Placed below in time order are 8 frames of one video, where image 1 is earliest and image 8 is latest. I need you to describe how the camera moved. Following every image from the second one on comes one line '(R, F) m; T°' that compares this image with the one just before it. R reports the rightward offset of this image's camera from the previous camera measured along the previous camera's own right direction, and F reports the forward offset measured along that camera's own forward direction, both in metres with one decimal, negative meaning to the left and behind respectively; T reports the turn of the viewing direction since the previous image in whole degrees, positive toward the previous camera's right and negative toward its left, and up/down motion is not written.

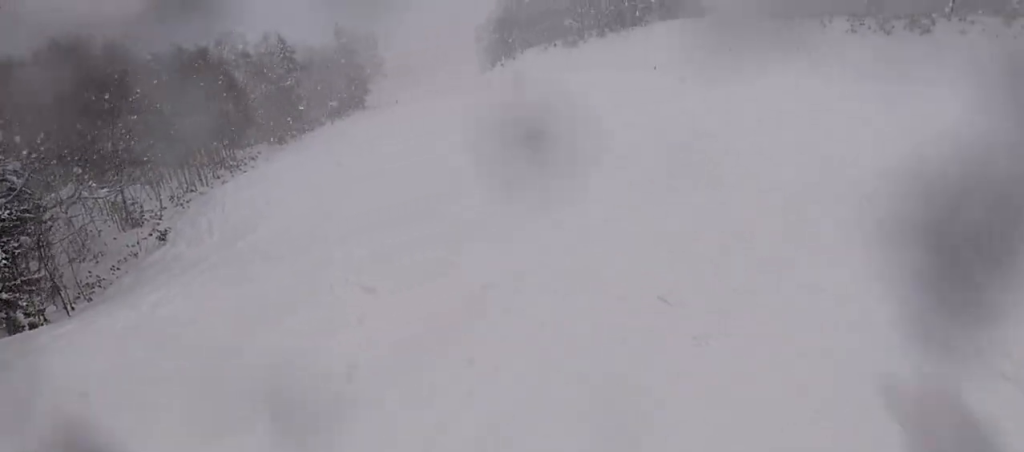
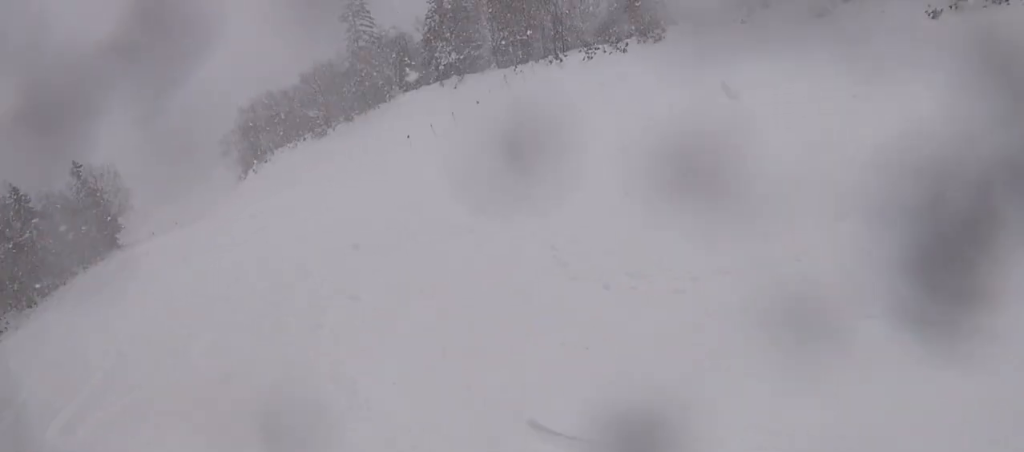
(-0.5, +2.3) m; +13°
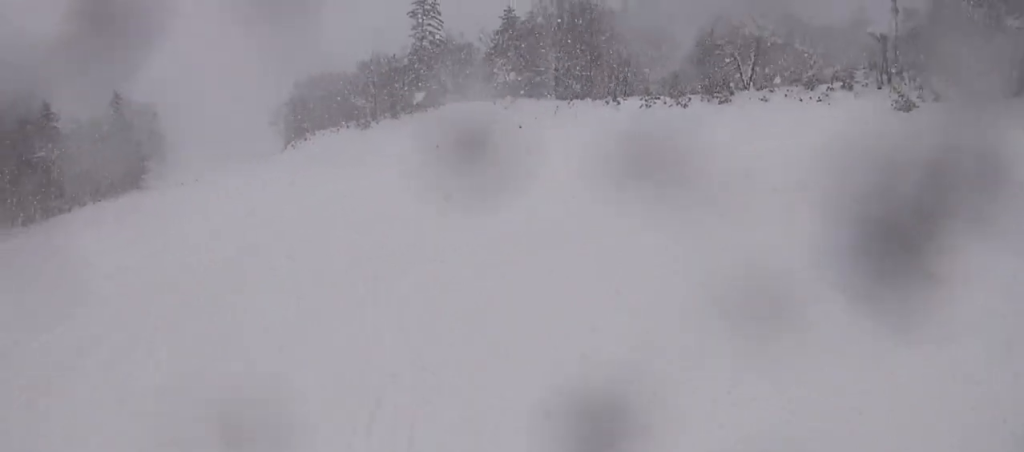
(+1.2, +4.9) m; +5°
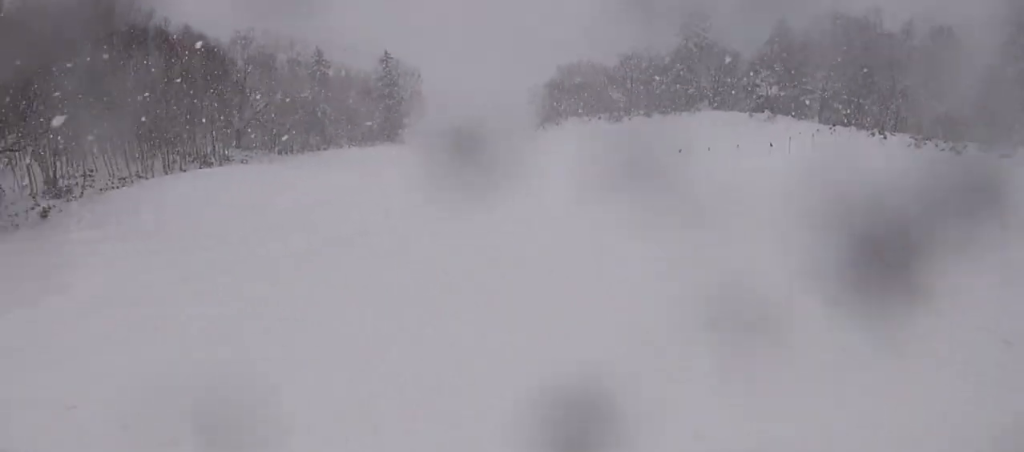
(-0.3, +2.4) m; -18°
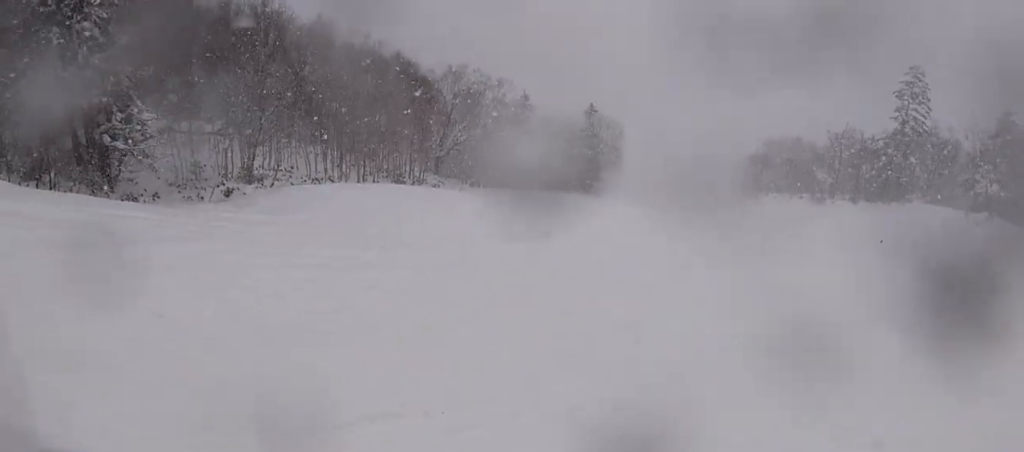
(+0.3, +2.2) m; -17°
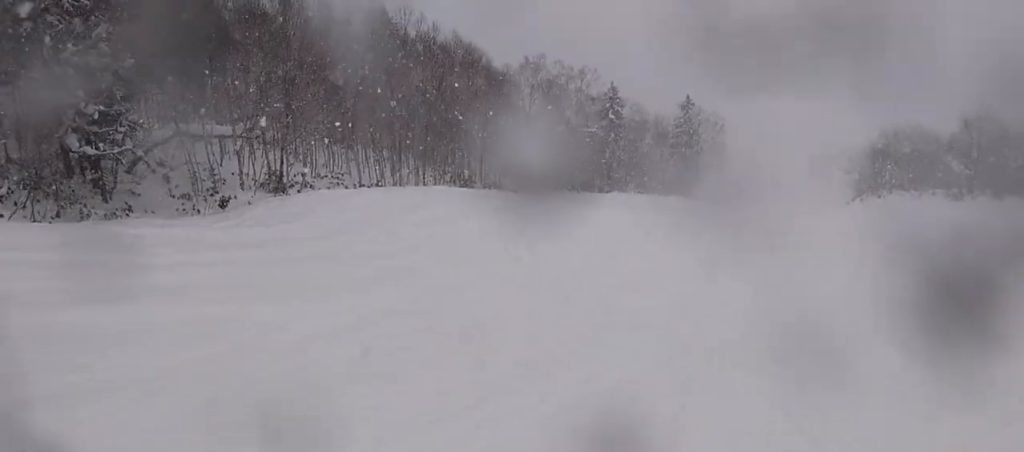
(-3.3, +8.1) m; -22°
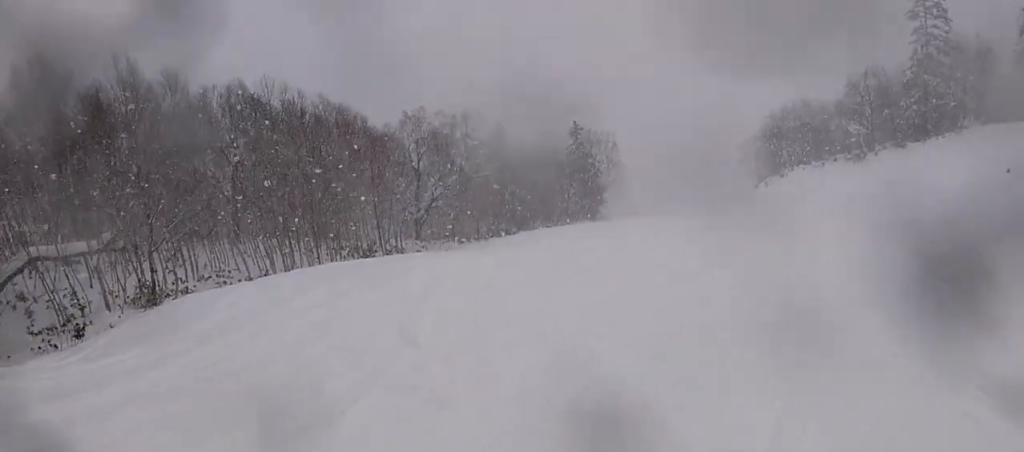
(0.0, +3.3) m; +4°
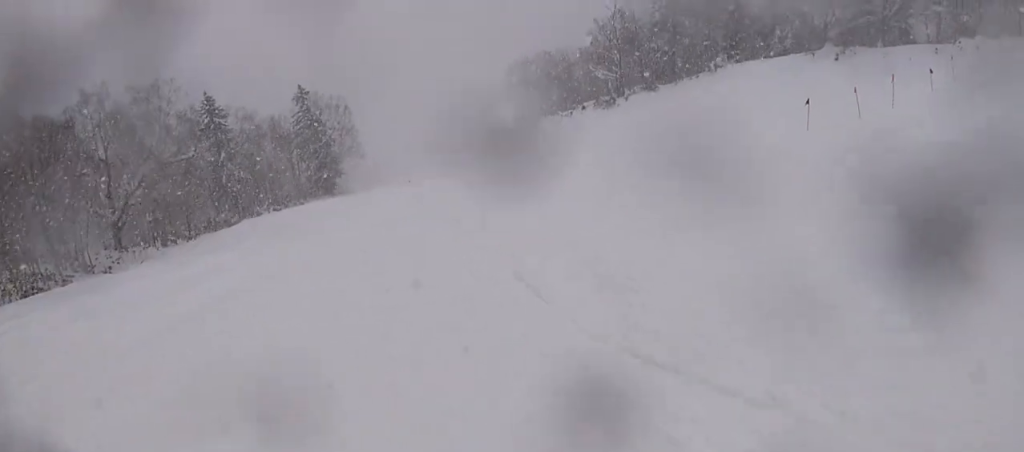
(+1.5, +6.8) m; +31°
